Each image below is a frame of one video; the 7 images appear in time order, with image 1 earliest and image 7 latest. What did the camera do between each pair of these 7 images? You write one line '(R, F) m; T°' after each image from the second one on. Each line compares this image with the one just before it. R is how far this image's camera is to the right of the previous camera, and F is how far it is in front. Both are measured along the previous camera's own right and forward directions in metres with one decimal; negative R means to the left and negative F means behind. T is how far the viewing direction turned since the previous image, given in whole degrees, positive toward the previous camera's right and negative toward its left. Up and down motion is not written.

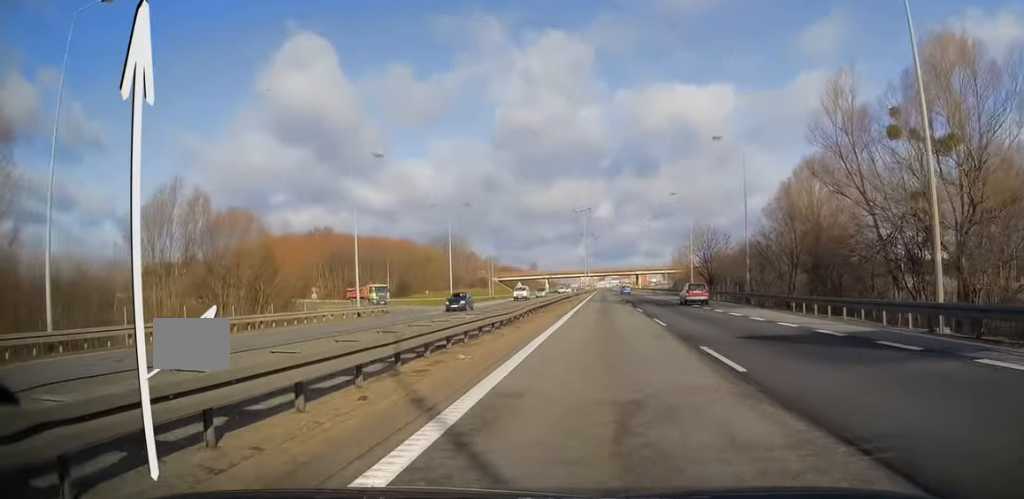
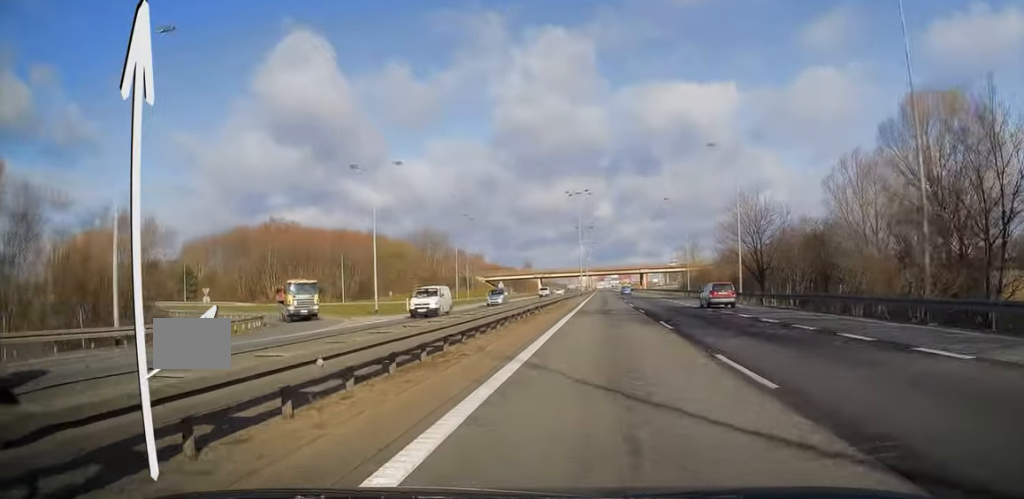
(0.0, +26.4) m; +1°
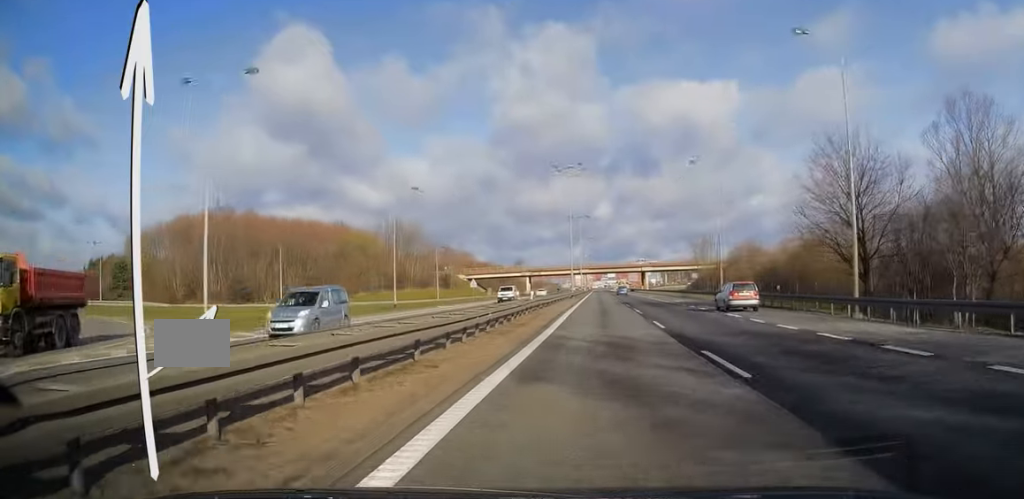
(+0.3, +23.4) m; 0°
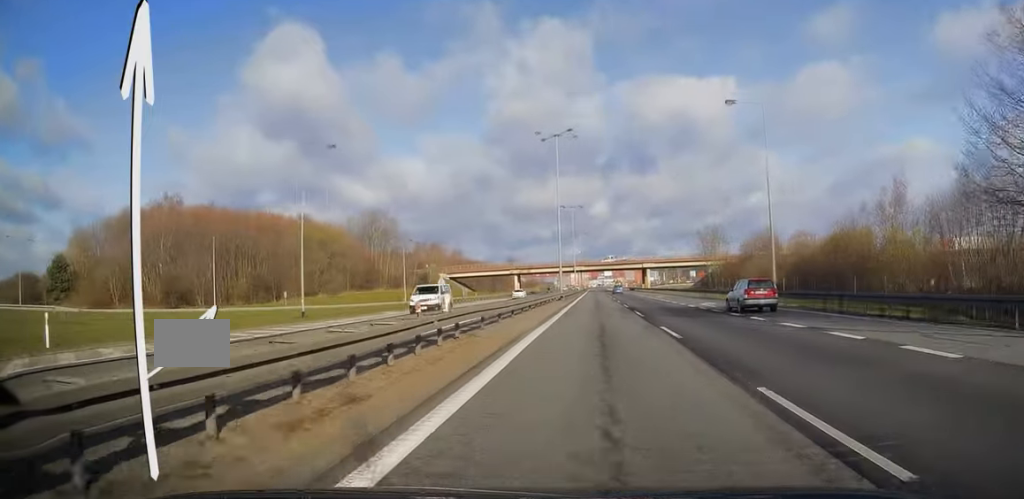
(0.0, +17.8) m; 0°
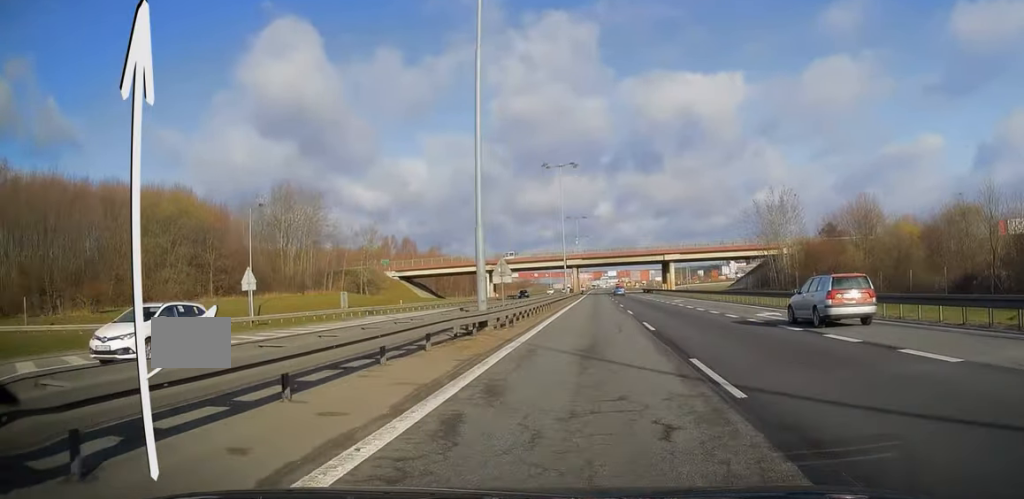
(+0.1, +45.7) m; +1°
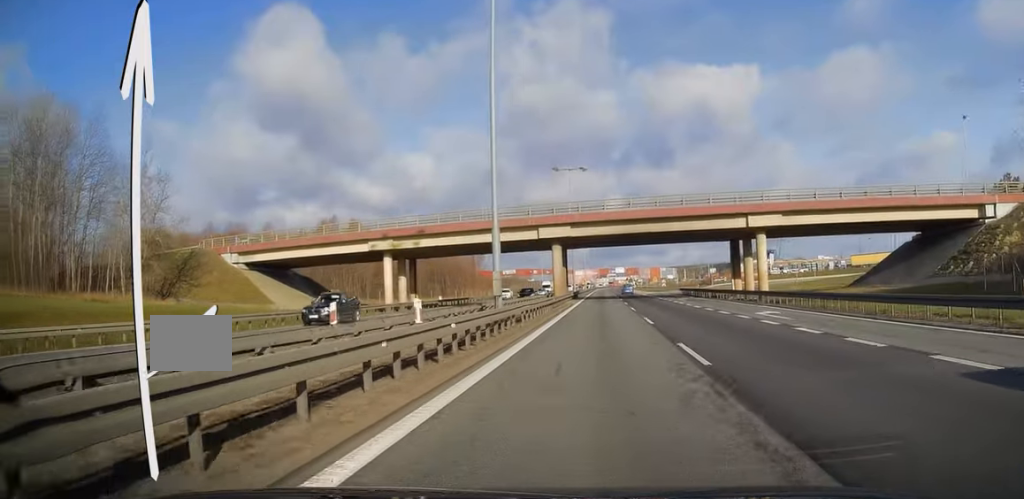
(-0.4, +58.4) m; -1°
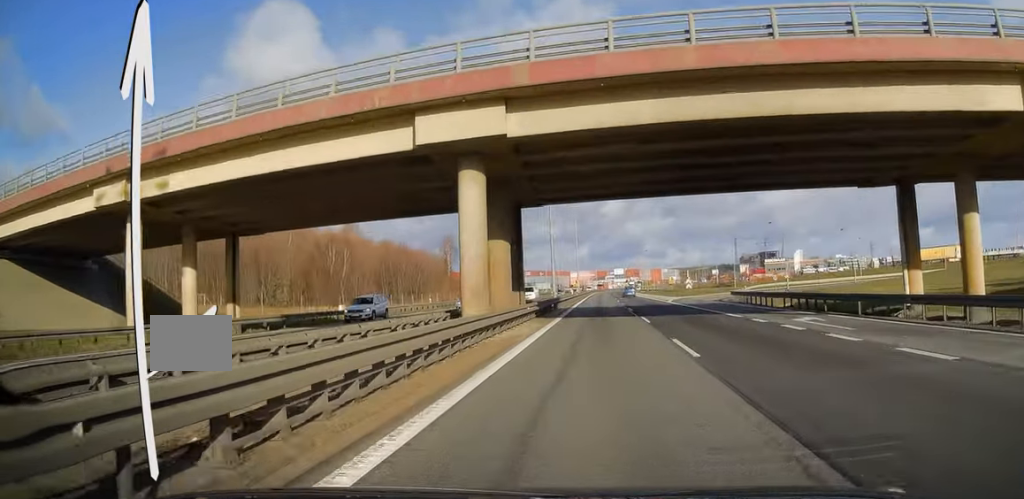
(-0.1, +35.7) m; 0°
